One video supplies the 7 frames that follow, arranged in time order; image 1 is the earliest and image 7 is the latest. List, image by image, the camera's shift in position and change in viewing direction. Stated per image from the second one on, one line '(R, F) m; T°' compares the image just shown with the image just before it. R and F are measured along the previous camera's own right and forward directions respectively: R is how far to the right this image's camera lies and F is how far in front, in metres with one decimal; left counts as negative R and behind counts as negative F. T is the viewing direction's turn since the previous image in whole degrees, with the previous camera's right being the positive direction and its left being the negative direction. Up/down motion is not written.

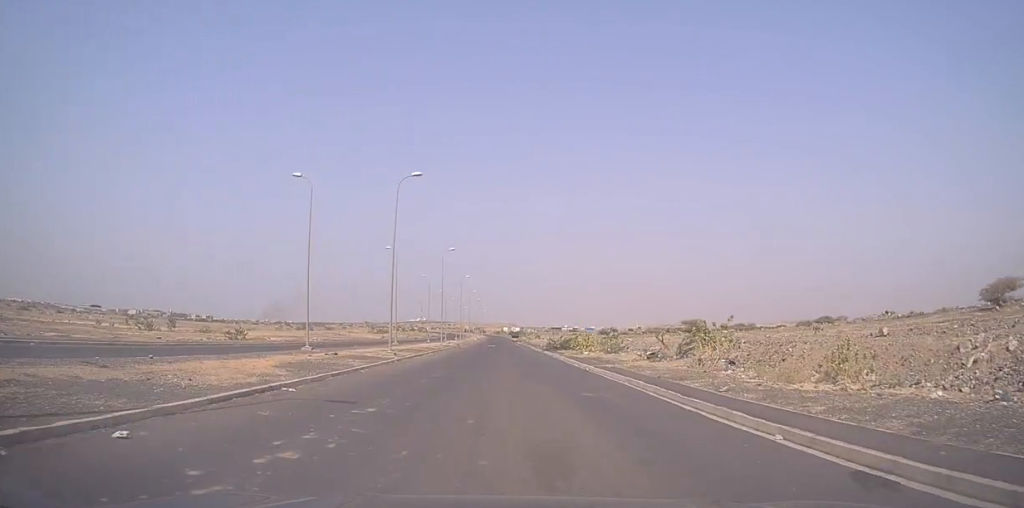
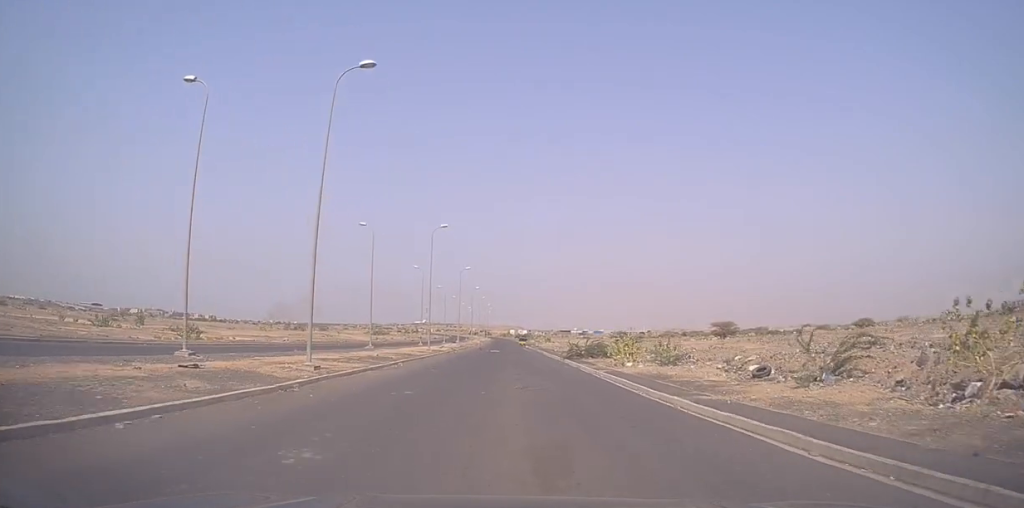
(-0.2, +14.5) m; -3°
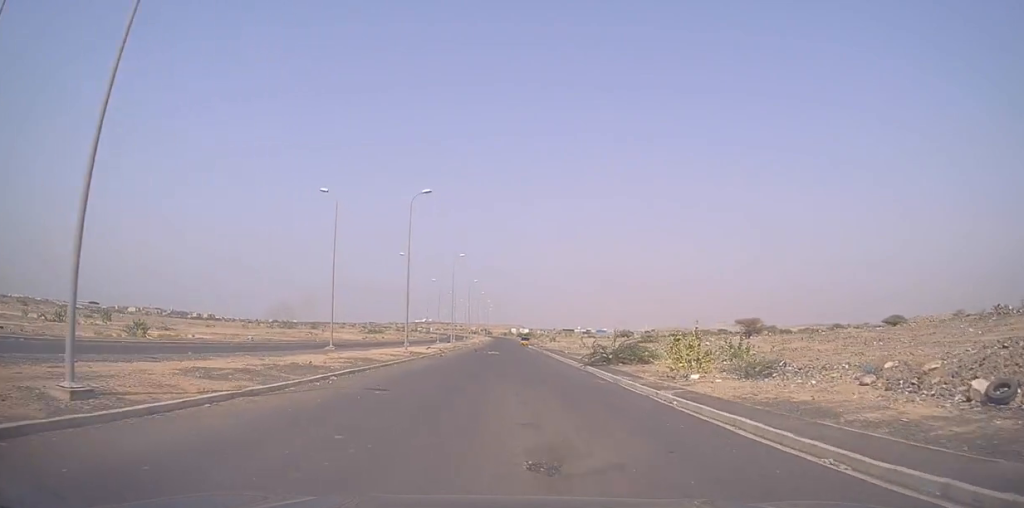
(-0.1, +11.3) m; +1°
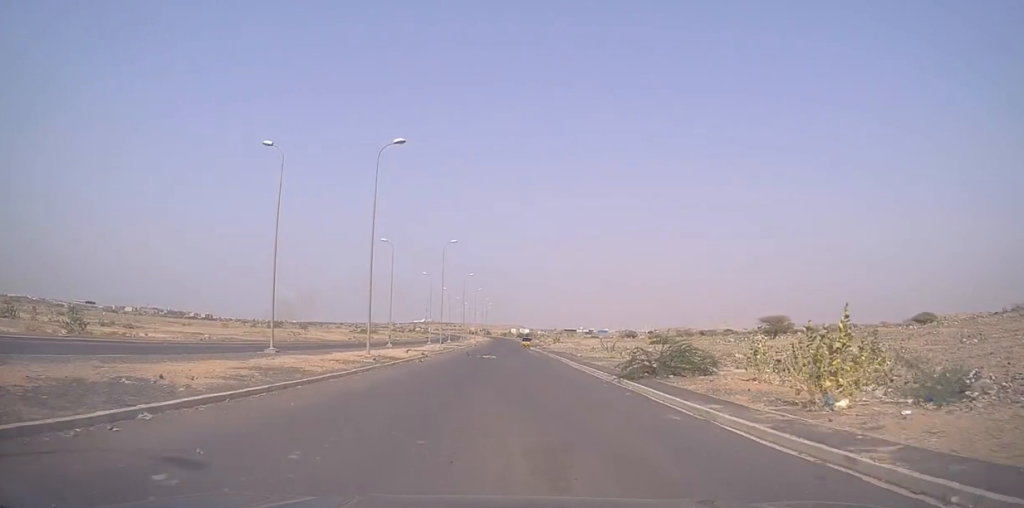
(+0.1, +10.0) m; +1°
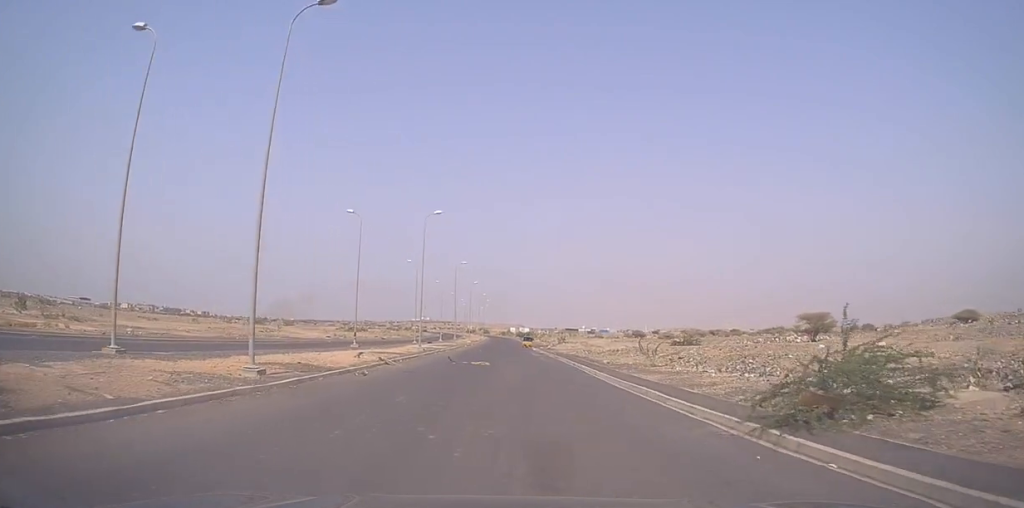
(+0.1, +12.9) m; 0°
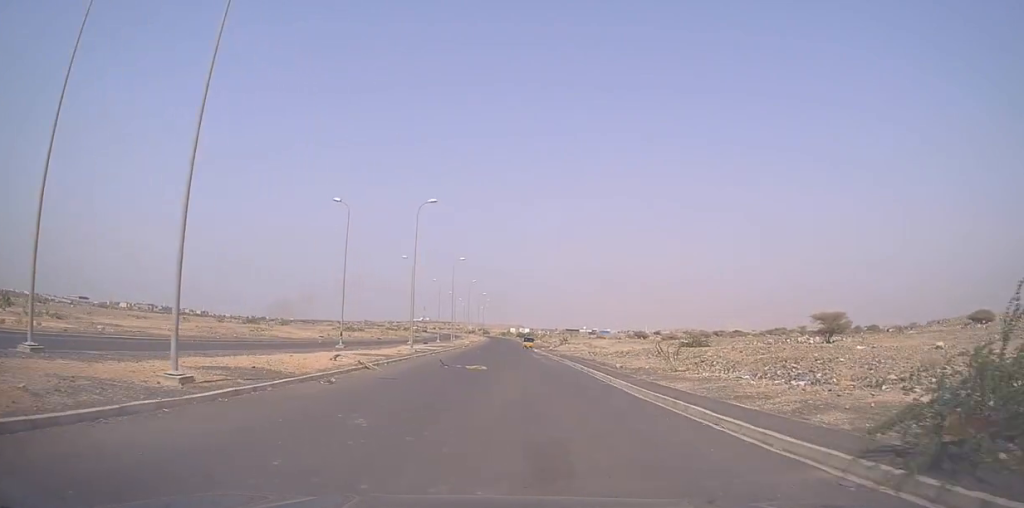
(0.0, +3.9) m; 0°
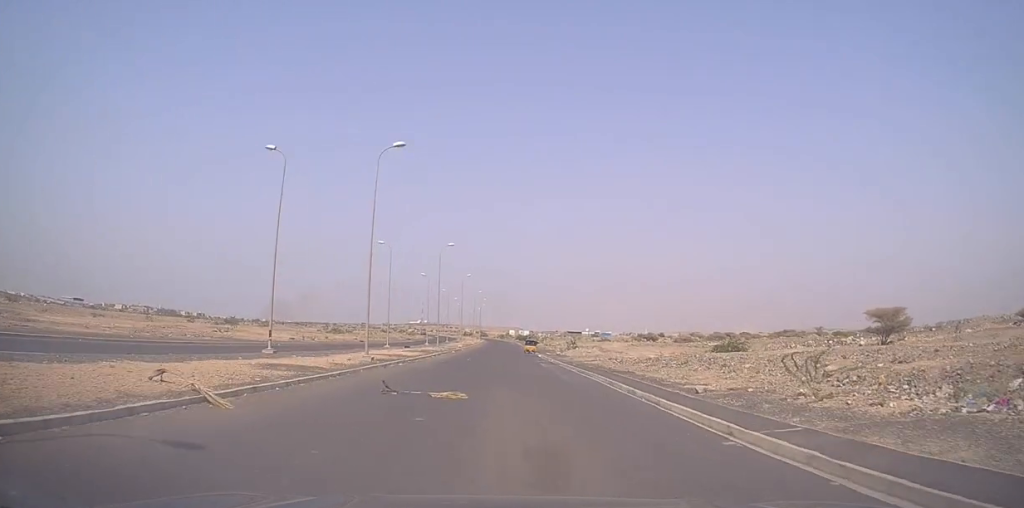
(-0.1, +12.7) m; -3°
